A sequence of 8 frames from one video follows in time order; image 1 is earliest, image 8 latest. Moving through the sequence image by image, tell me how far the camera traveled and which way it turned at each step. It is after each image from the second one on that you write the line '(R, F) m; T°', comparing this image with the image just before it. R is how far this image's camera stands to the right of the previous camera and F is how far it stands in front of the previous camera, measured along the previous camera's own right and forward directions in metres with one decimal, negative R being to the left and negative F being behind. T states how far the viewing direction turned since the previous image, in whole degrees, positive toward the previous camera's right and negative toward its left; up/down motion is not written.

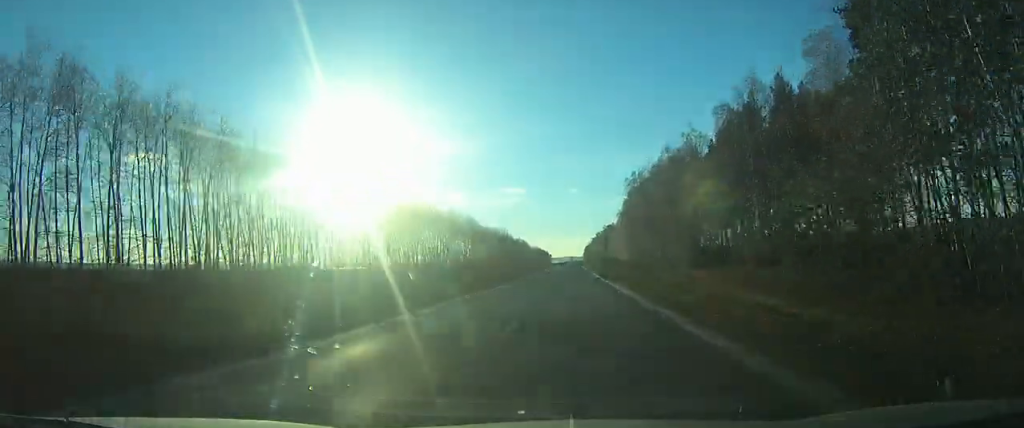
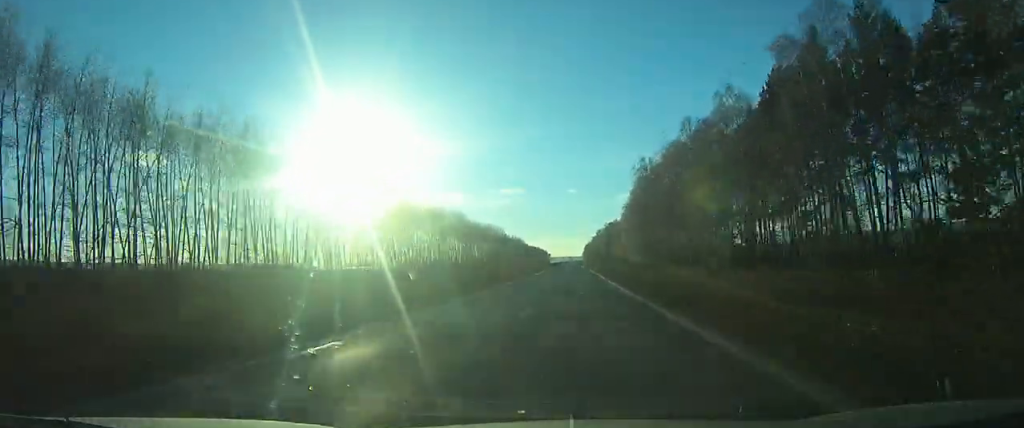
(0.0, +18.4) m; 0°
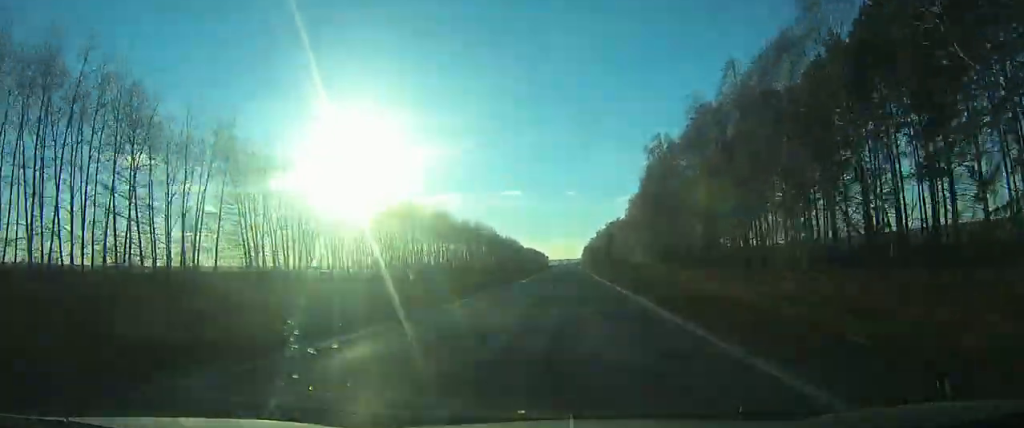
(-0.1, +22.9) m; 0°
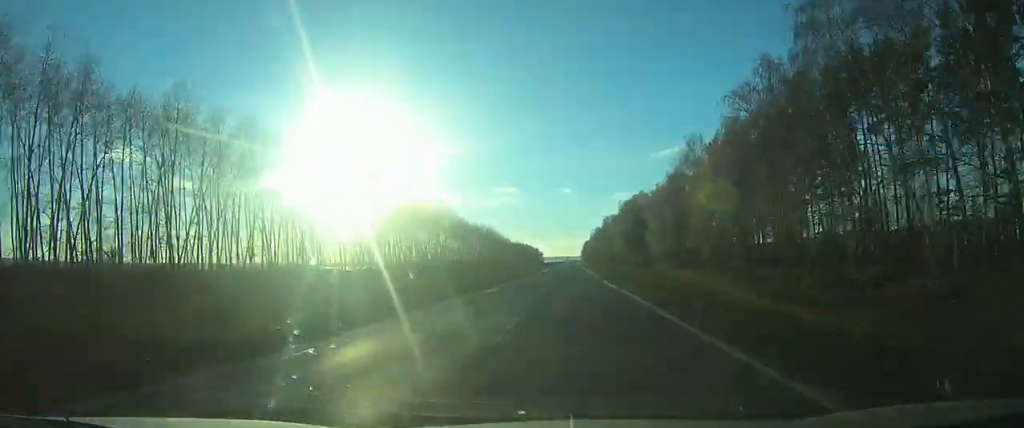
(+0.1, +95.4) m; +1°
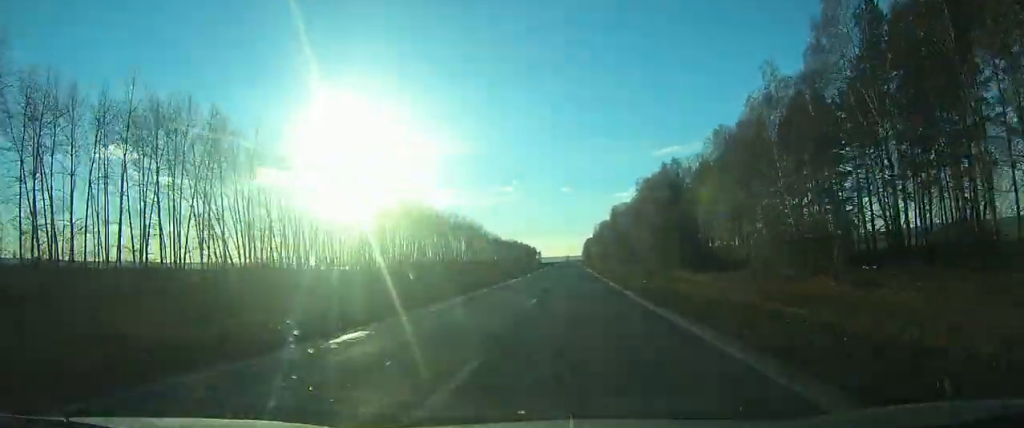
(+0.2, +53.1) m; 0°
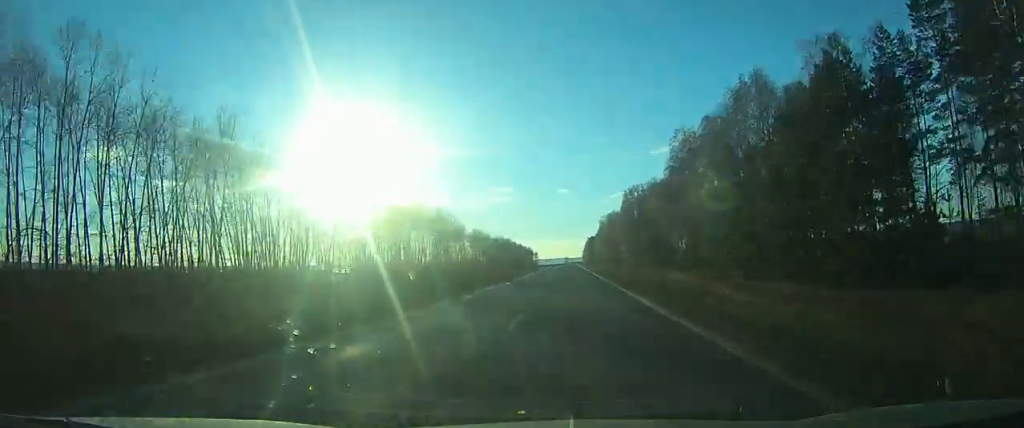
(0.0, +51.5) m; 0°
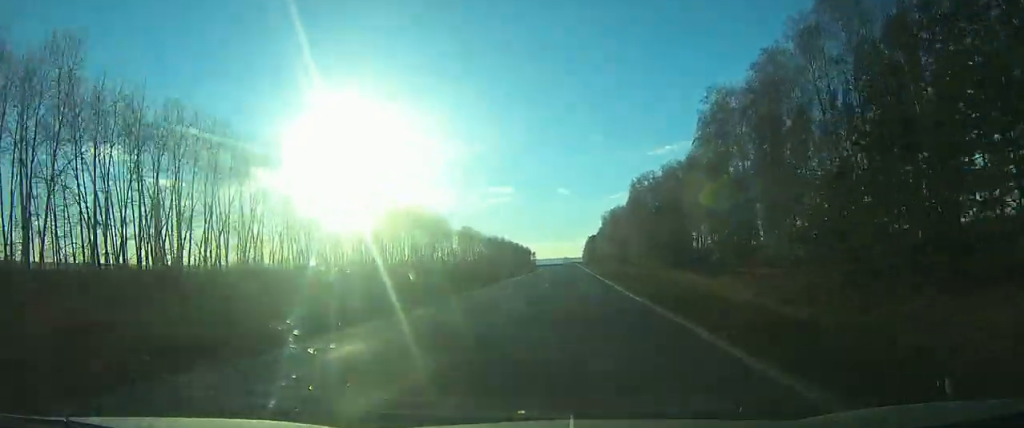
(0.0, +21.5) m; 0°
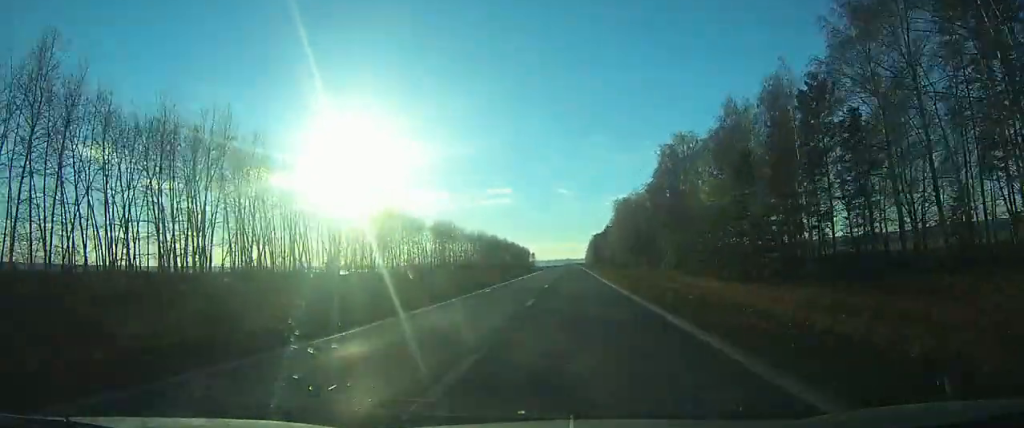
(0.0, +41.7) m; 0°
